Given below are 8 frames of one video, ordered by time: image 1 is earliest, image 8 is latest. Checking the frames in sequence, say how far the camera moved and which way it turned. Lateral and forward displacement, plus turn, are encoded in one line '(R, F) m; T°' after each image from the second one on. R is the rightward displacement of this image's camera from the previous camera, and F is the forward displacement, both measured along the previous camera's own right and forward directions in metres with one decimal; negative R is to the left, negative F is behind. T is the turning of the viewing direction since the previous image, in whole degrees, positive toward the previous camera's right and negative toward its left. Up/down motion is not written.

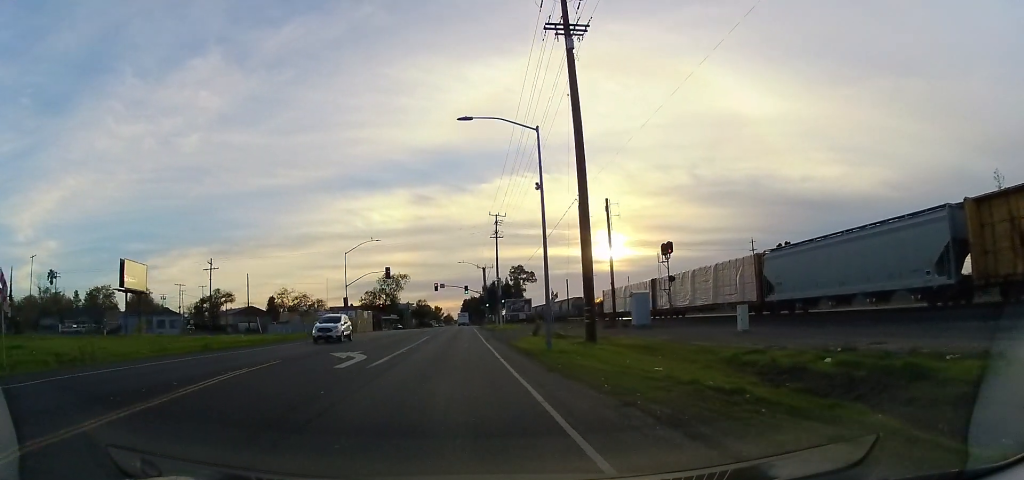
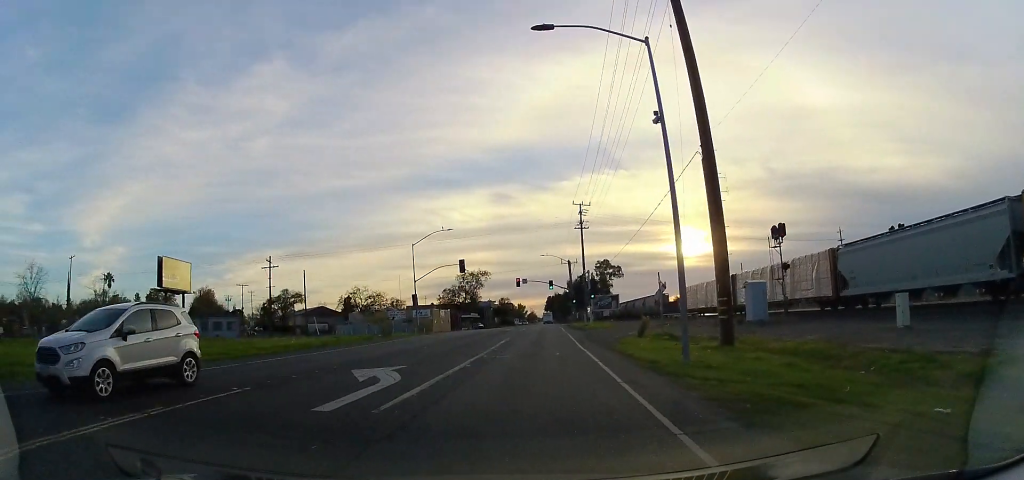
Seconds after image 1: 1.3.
(-0.3, +9.5) m; -12°
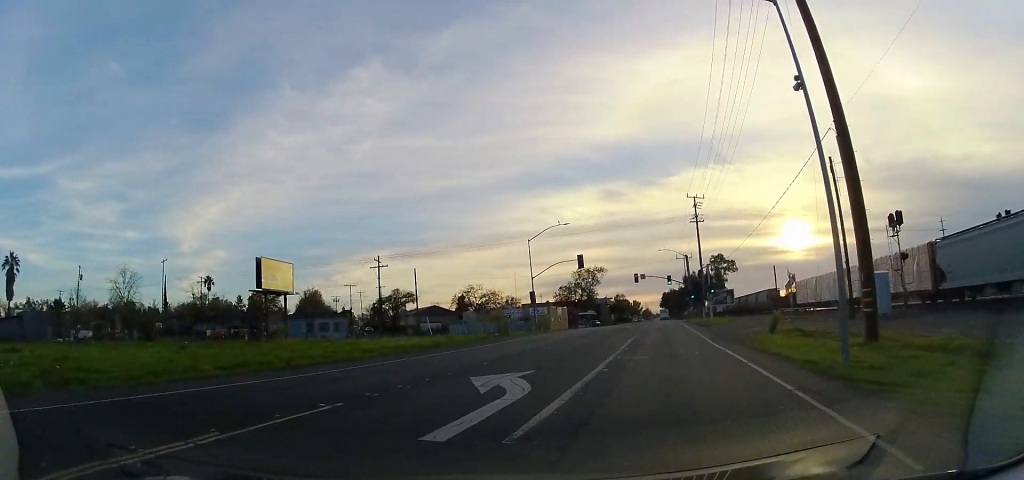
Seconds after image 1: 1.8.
(-0.1, +3.0) m; -13°
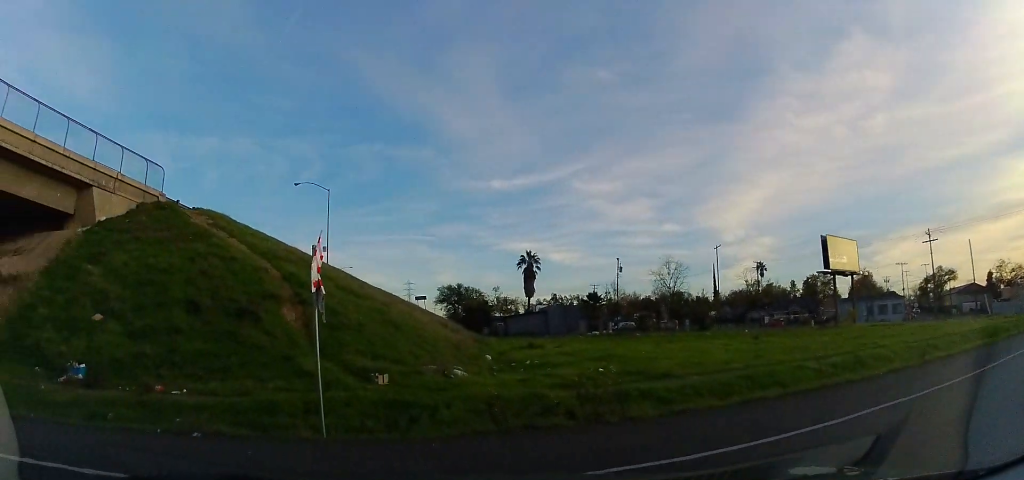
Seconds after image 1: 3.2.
(-2.8, +5.1) m; -69°
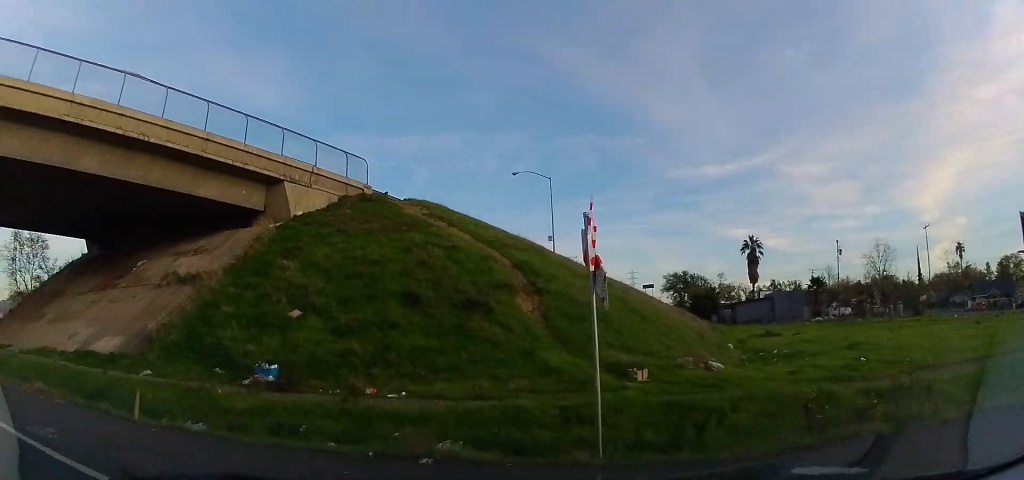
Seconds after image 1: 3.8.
(-0.5, +1.8) m; -32°
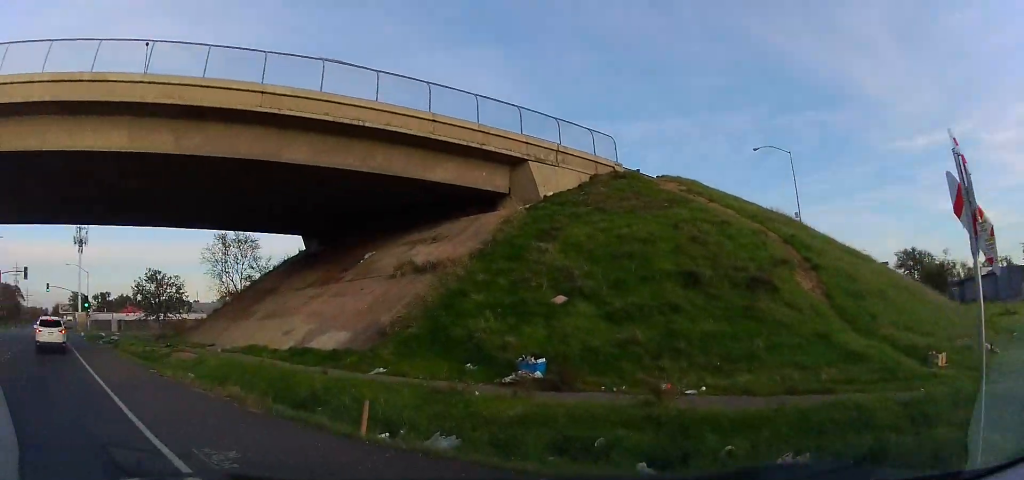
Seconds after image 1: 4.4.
(-0.6, +1.8) m; -30°
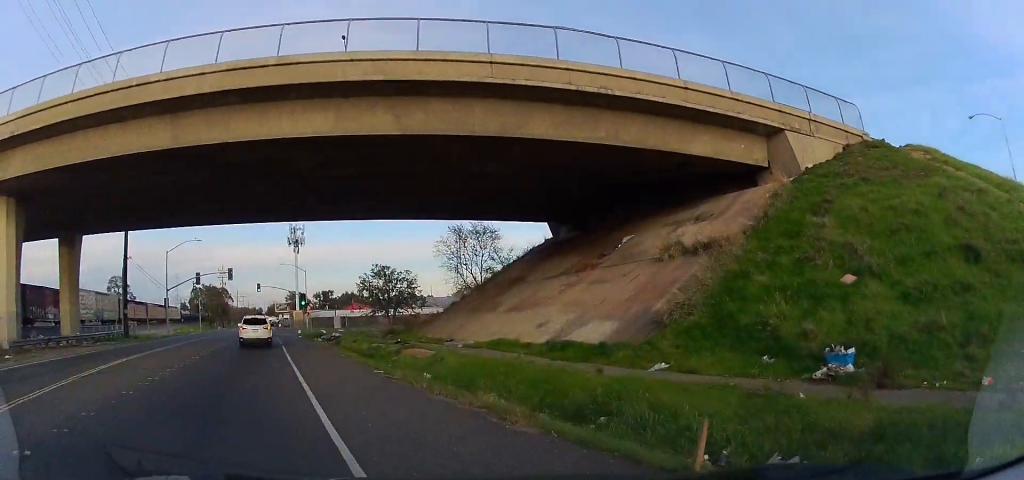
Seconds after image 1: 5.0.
(-0.5, +2.0) m; -13°
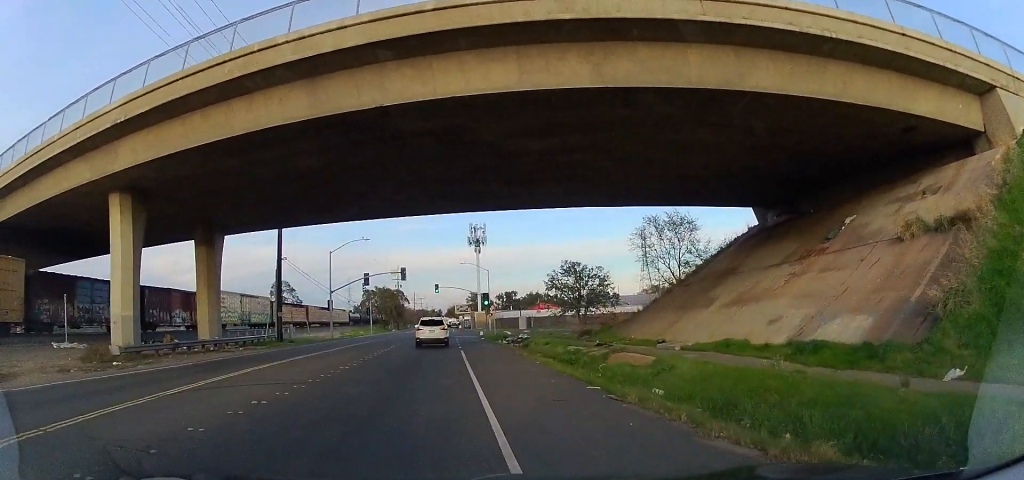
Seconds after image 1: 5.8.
(-0.4, +3.2) m; -8°
